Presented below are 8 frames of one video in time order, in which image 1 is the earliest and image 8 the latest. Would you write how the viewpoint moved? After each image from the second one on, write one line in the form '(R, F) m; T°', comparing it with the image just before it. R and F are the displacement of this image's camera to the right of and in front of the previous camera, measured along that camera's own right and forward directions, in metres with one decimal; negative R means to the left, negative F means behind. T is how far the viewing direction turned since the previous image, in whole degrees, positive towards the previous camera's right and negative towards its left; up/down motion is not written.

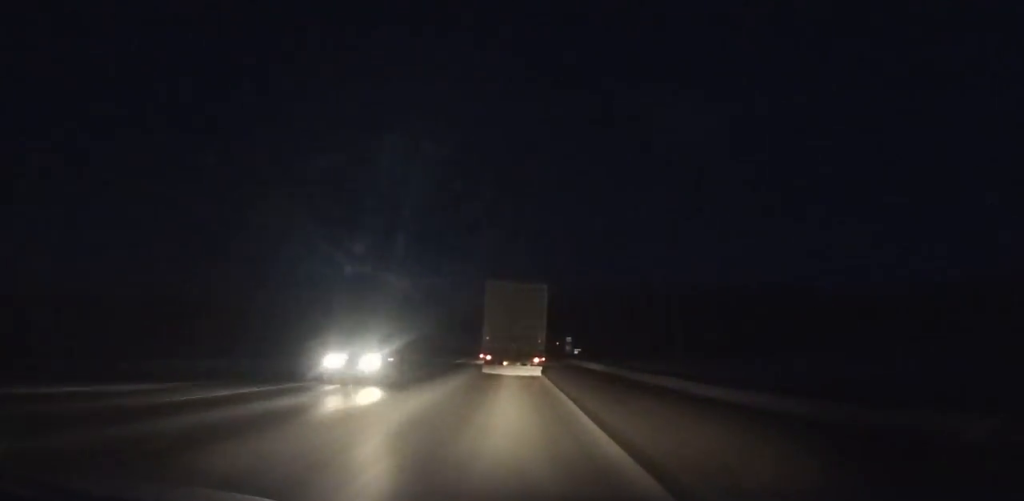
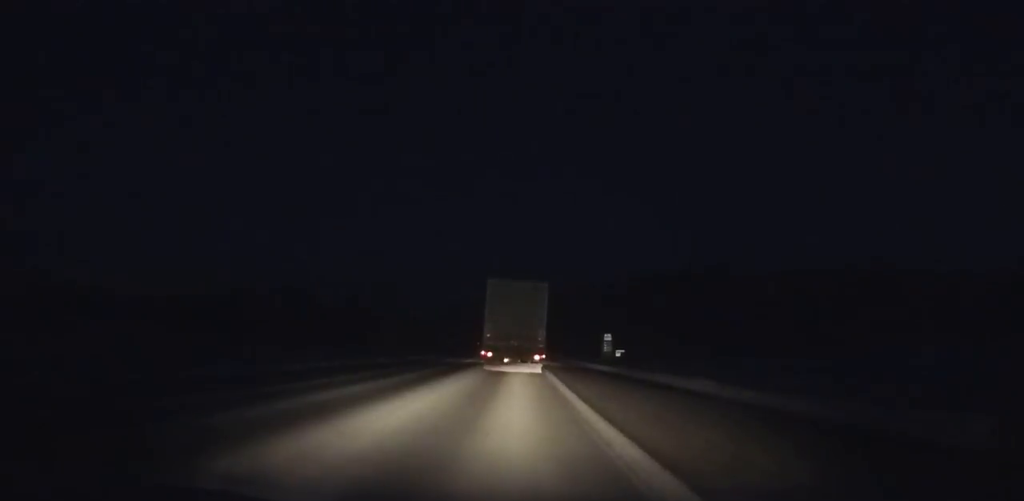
(-0.8, +45.8) m; -1°
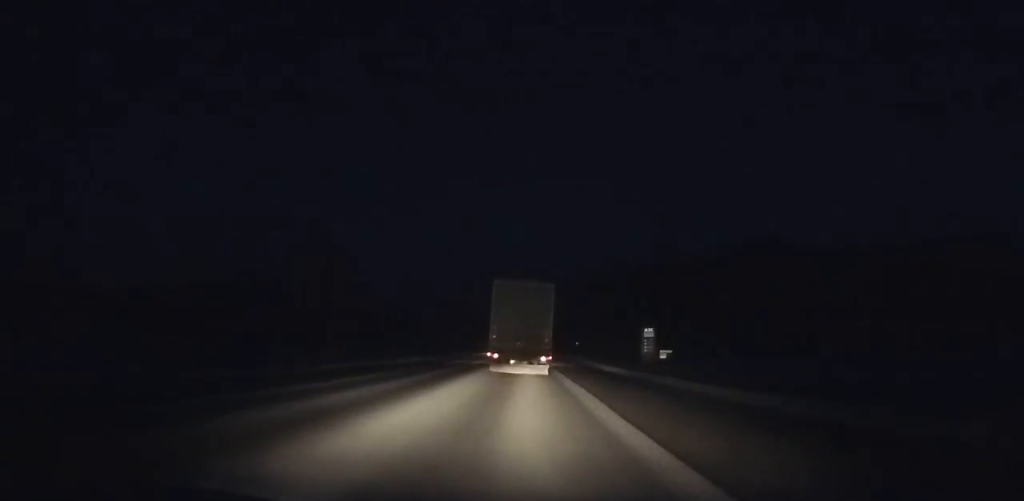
(-0.2, +30.9) m; 0°
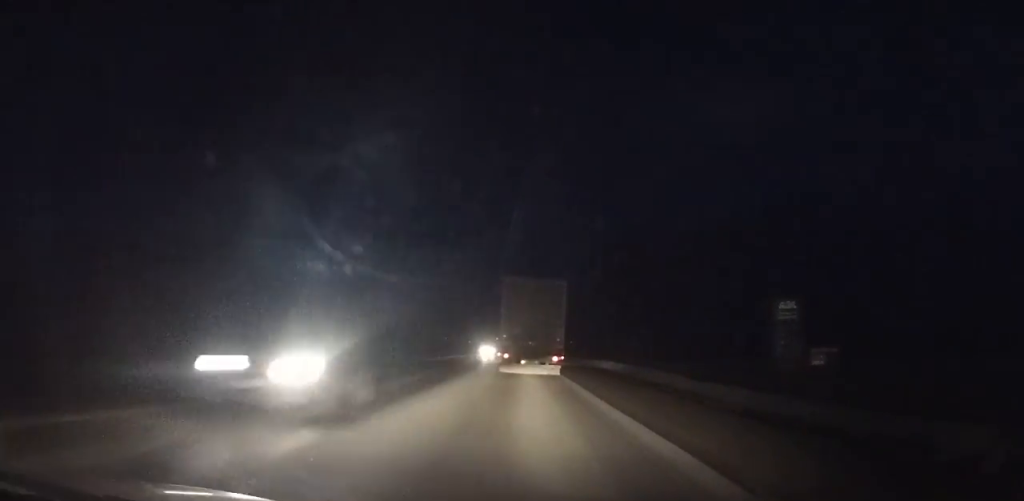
(-0.3, +48.6) m; 0°
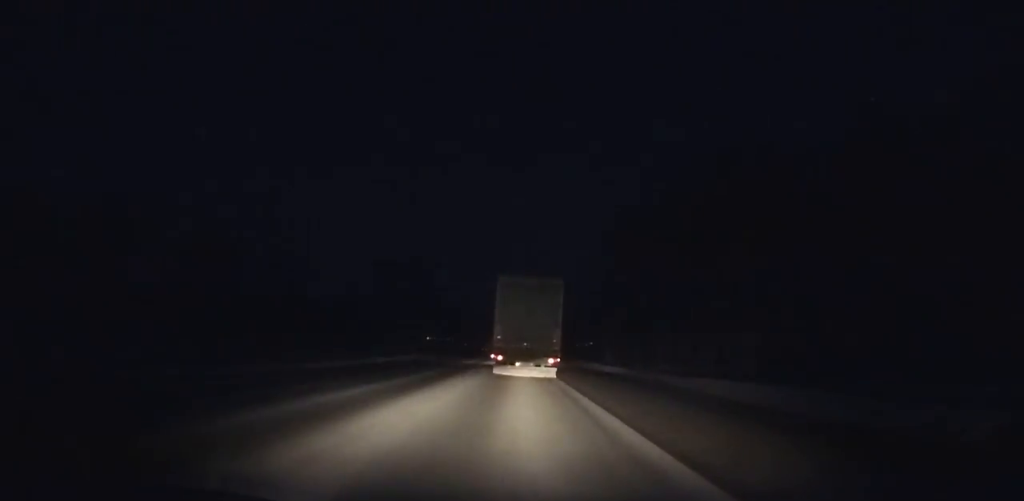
(+0.1, +41.1) m; 0°
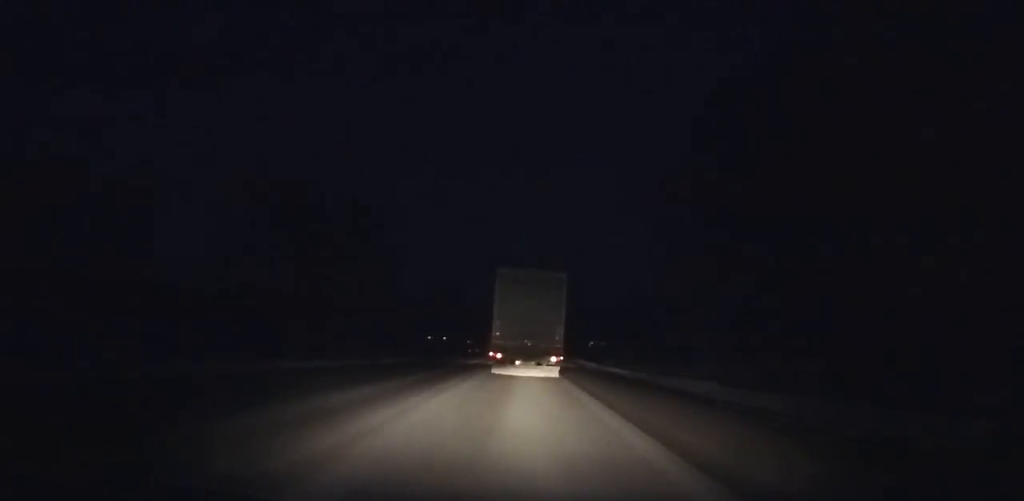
(+0.1, +52.4) m; 0°
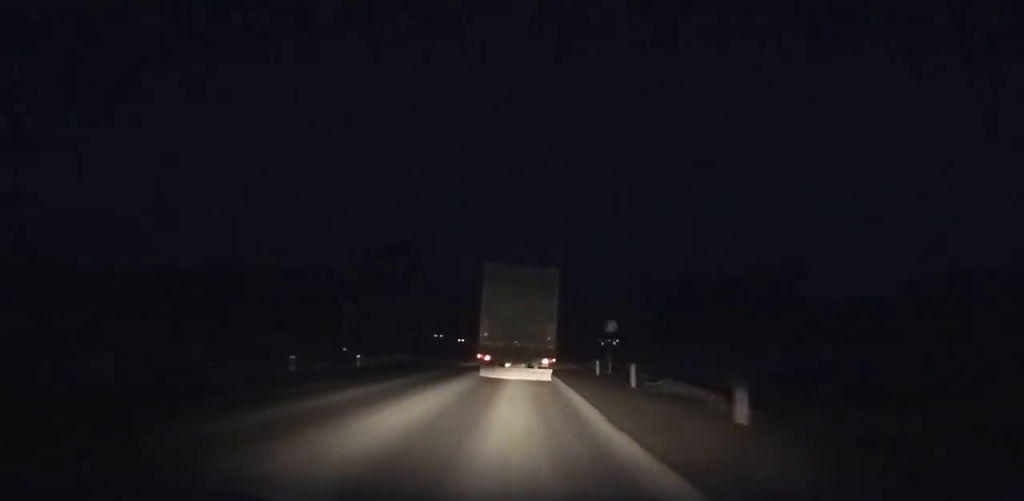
(+0.1, +82.9) m; 0°
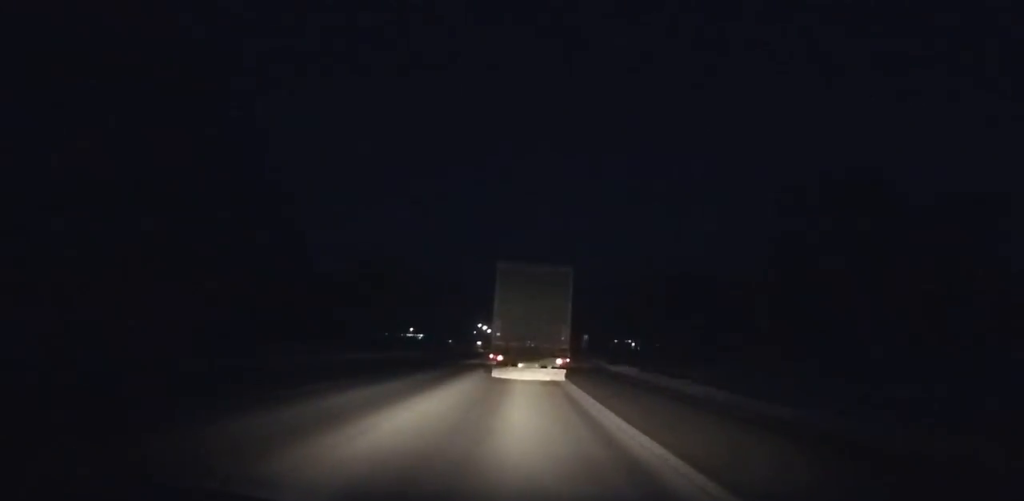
(-0.2, +71.5) m; 0°
